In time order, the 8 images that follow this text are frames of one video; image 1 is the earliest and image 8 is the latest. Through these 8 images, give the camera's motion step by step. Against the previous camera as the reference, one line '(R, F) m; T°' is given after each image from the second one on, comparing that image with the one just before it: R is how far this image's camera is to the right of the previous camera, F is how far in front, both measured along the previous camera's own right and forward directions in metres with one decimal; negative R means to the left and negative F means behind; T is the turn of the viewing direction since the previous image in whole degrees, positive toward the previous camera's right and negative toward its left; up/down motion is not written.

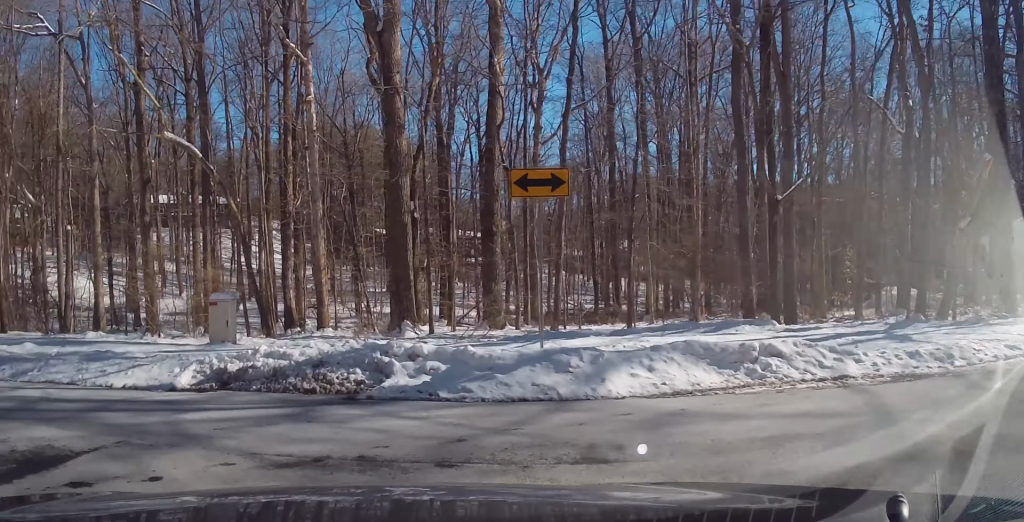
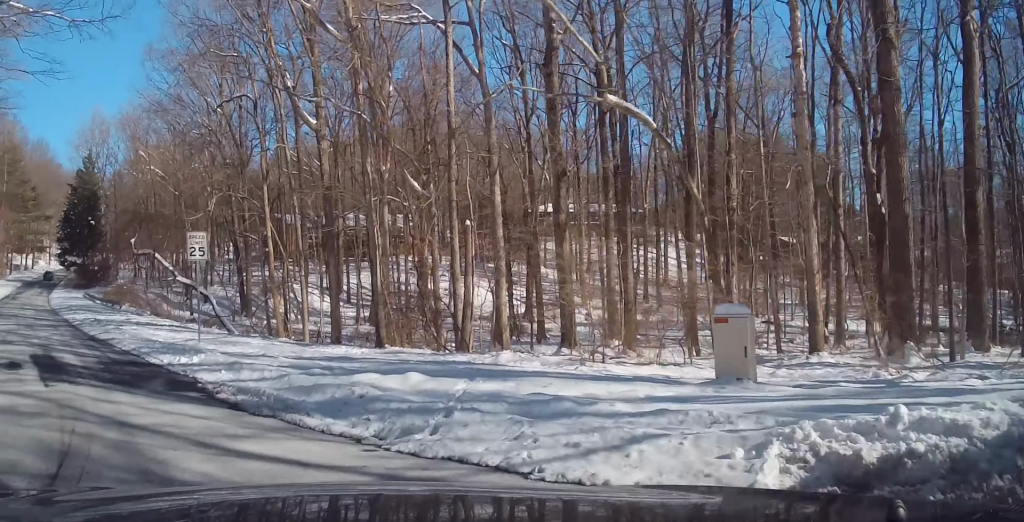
(-1.7, +6.5) m; -22°
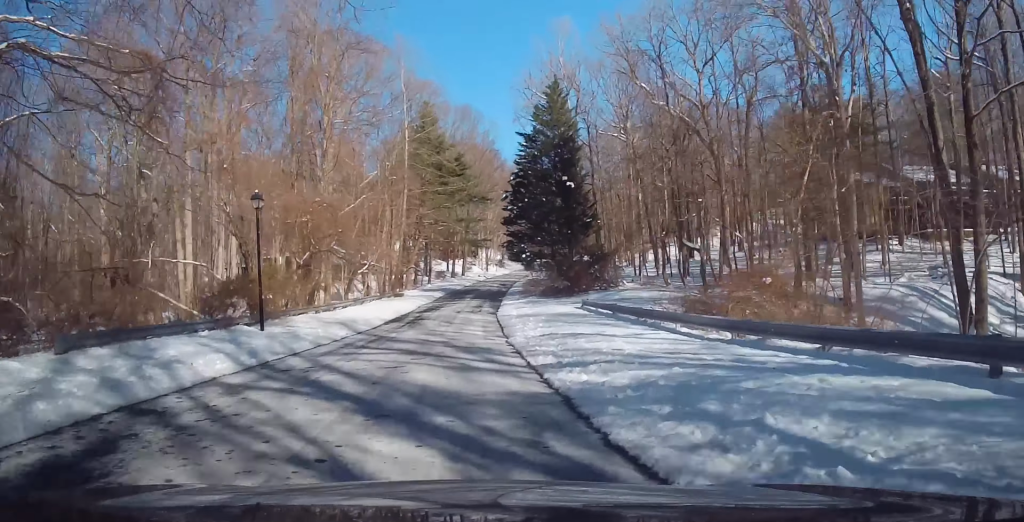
(-11.9, +38.0) m; -19°
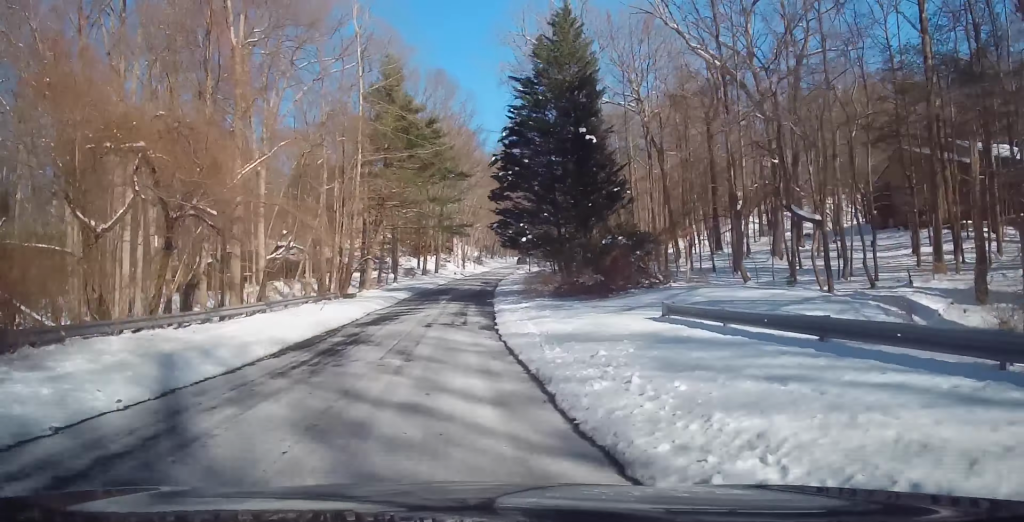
(+0.2, +15.6) m; +6°
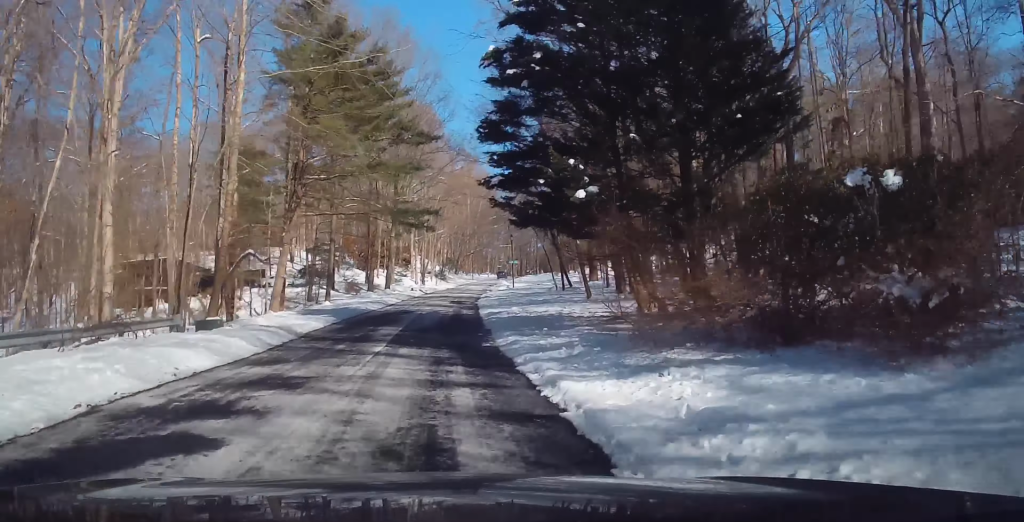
(+2.0, +21.5) m; +12°
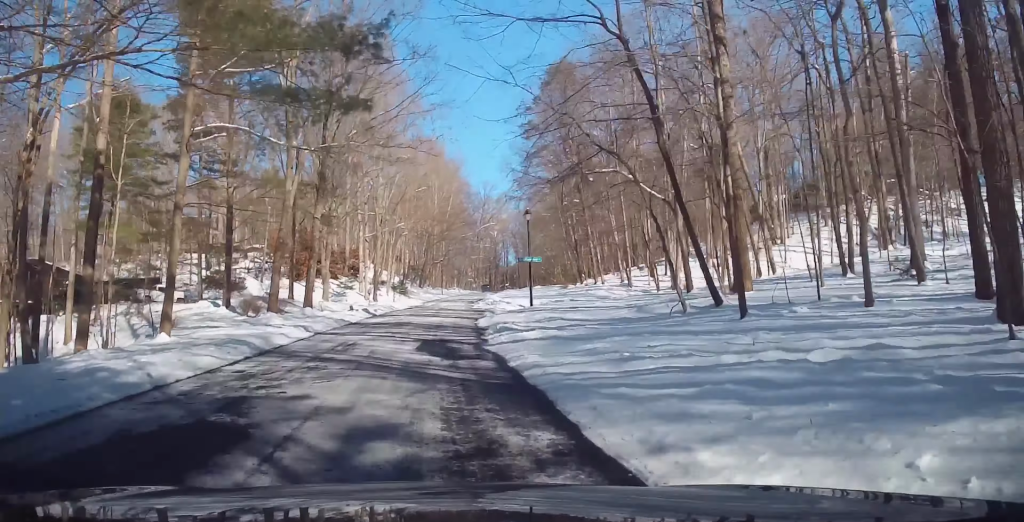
(+3.6, +27.7) m; +7°
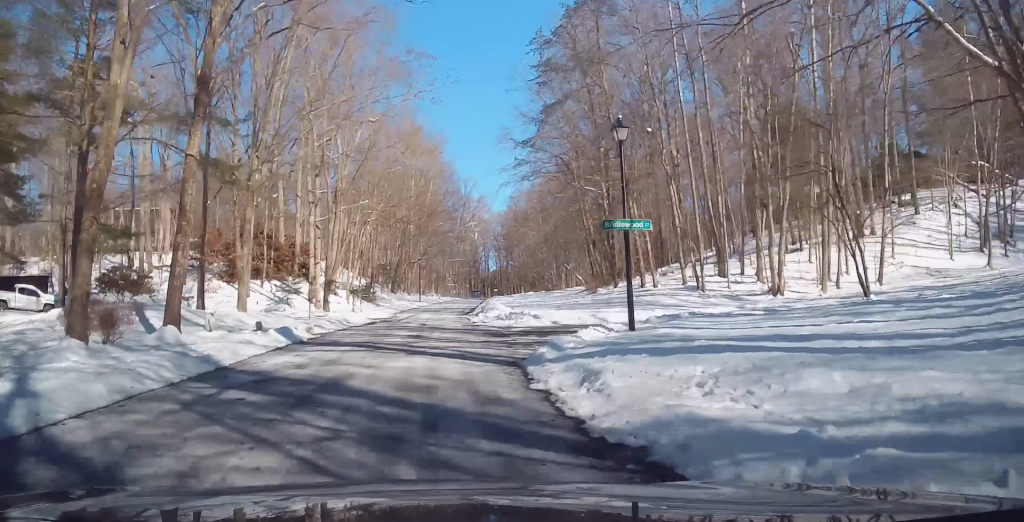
(-0.3, +18.8) m; -1°
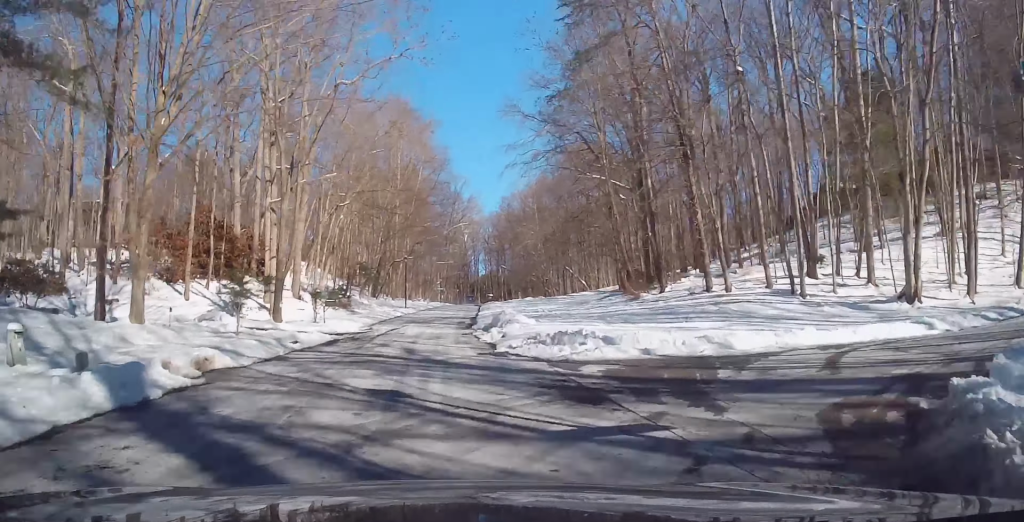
(-0.3, +11.8) m; -1°
